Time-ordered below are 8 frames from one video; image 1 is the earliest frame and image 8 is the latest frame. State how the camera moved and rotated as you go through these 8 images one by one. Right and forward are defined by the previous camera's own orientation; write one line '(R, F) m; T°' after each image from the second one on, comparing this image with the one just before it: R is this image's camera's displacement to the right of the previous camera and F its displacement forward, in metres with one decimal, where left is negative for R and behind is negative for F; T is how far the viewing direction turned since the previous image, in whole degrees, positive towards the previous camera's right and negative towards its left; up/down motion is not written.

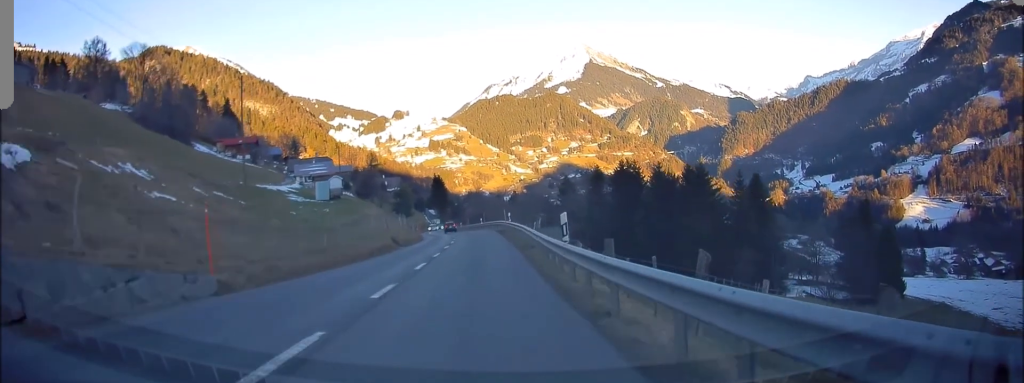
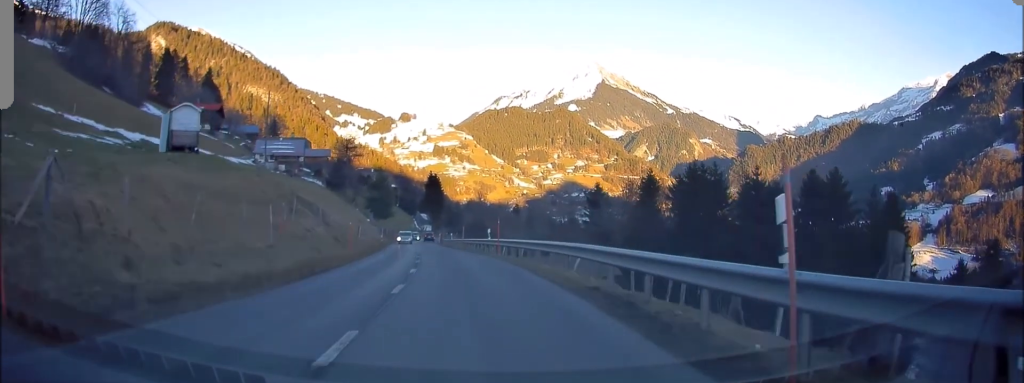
(+0.5, +35.1) m; +1°
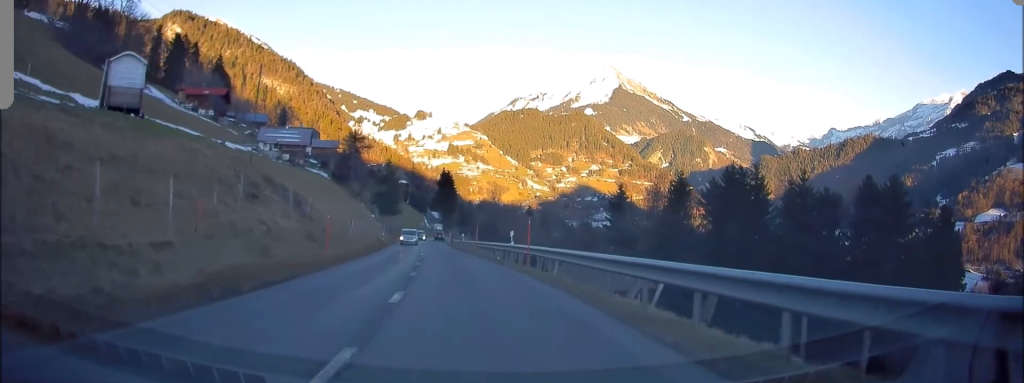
(-0.1, +7.6) m; -1°
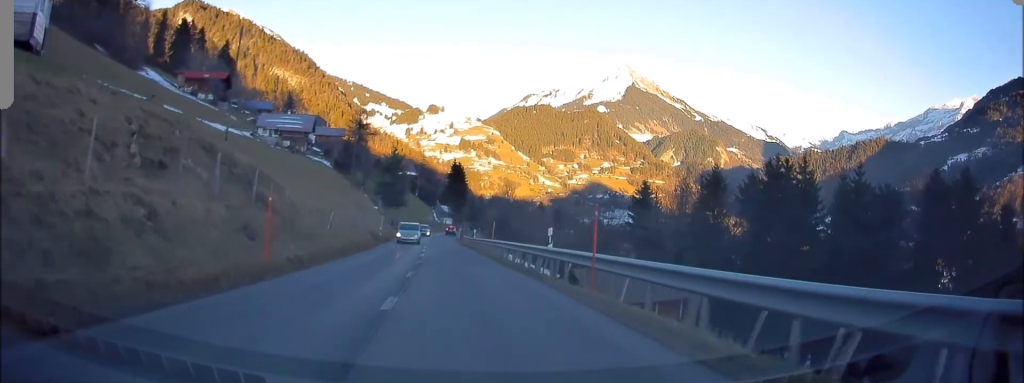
(-0.1, +7.8) m; 0°
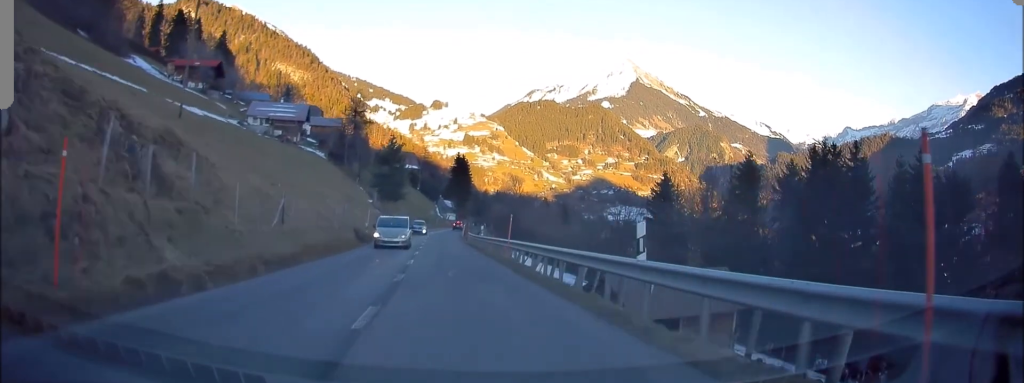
(0.0, +8.4) m; 0°
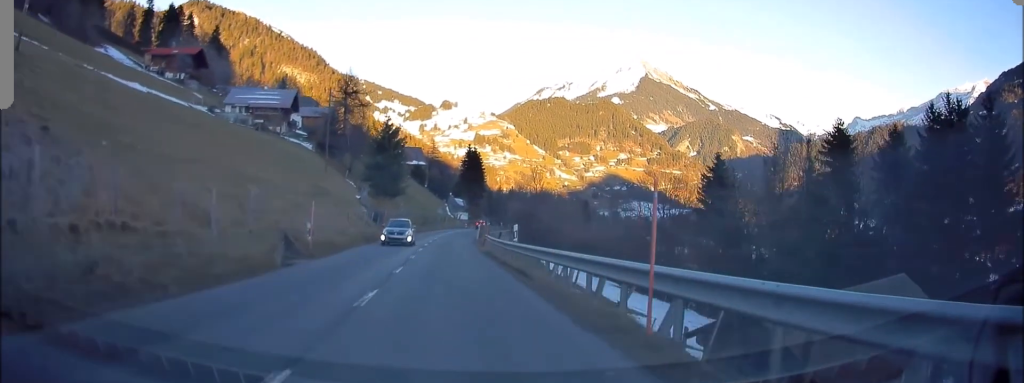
(+0.1, +15.5) m; 0°
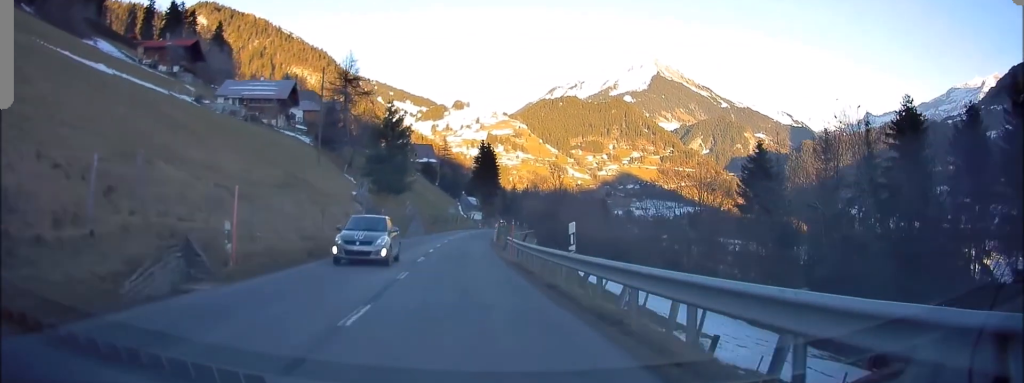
(+0.1, +8.0) m; -1°
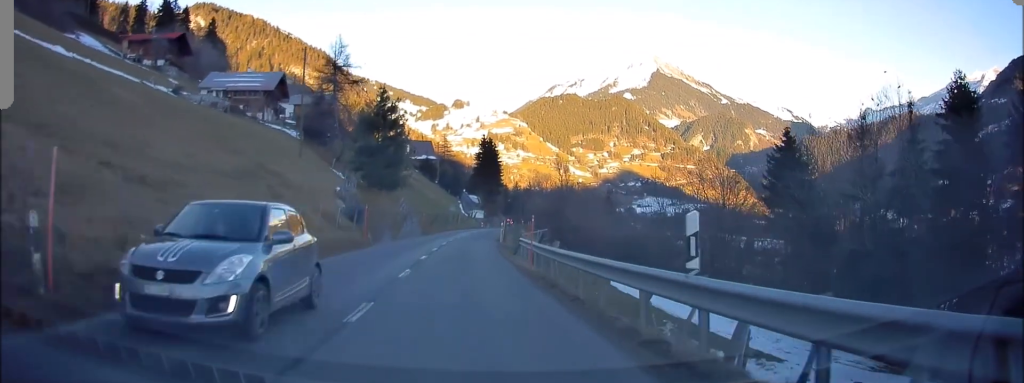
(-0.1, +6.6) m; 0°
